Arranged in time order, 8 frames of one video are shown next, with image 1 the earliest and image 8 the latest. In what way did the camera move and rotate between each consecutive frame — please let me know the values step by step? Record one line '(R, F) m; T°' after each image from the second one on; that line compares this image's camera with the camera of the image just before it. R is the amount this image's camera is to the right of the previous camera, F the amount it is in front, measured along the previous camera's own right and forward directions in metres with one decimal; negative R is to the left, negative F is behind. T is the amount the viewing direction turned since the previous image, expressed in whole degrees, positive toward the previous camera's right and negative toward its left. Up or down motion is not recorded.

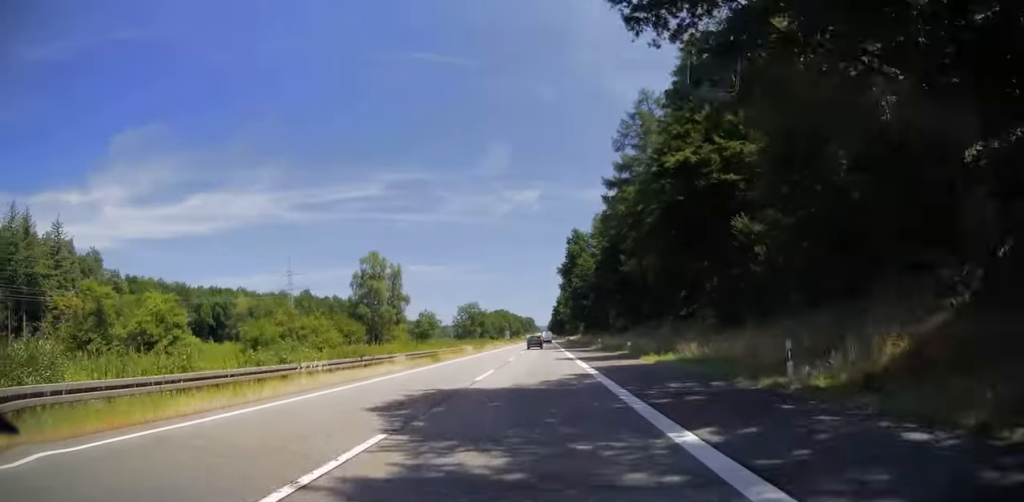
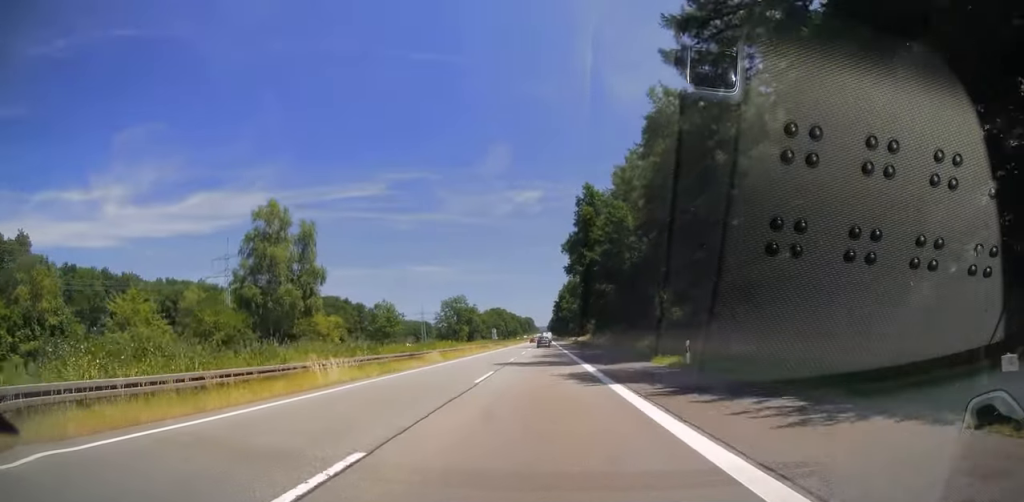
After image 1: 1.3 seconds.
(-0.2, +37.4) m; -1°
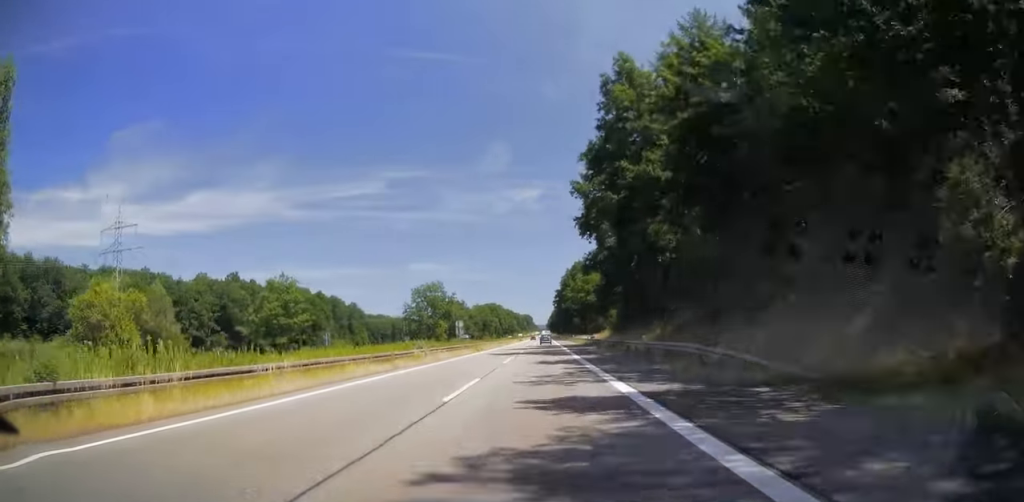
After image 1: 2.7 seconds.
(-0.2, +41.7) m; 0°
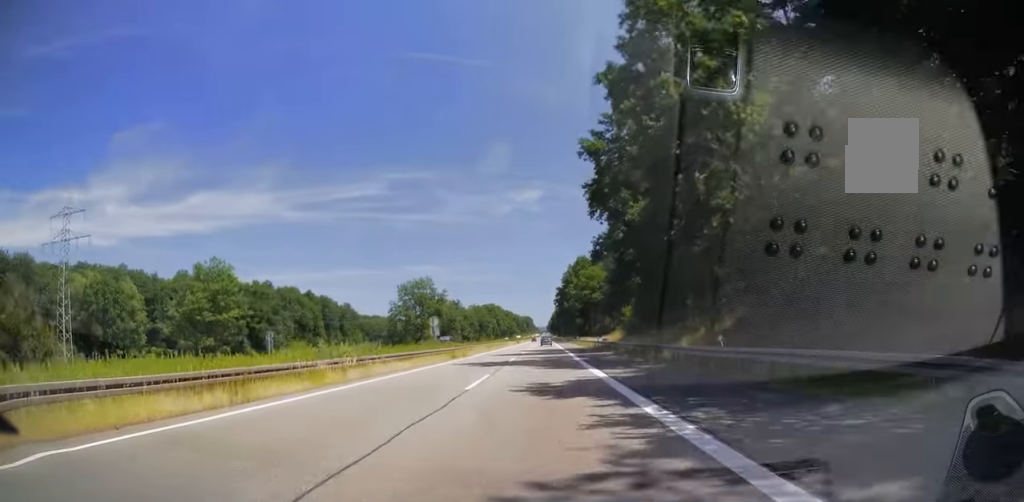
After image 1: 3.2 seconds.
(0.0, +14.7) m; 0°
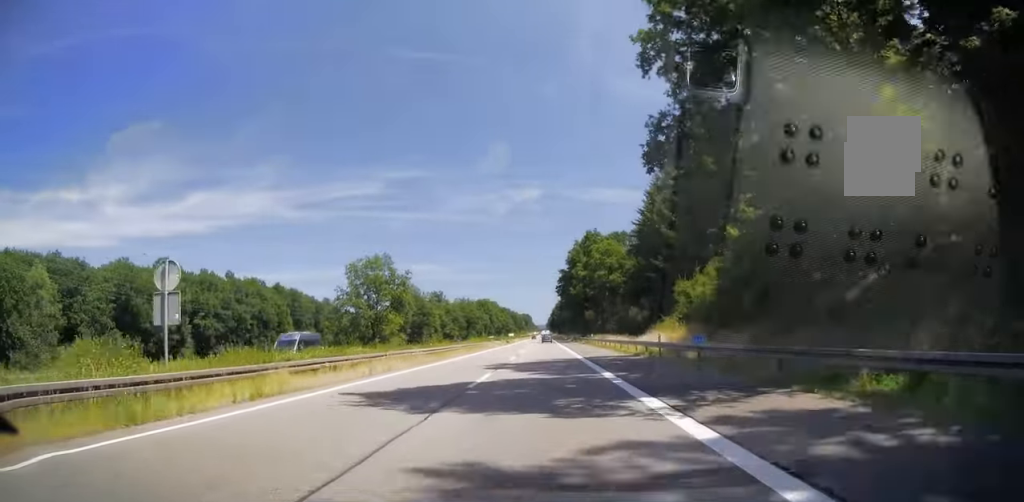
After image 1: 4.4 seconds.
(+0.5, +36.3) m; 0°
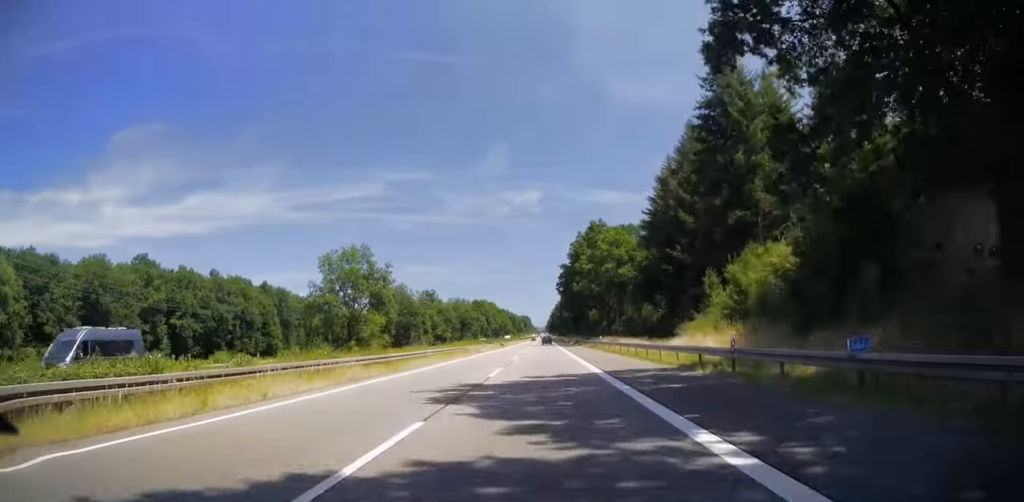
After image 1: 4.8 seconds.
(-0.1, +12.3) m; 0°
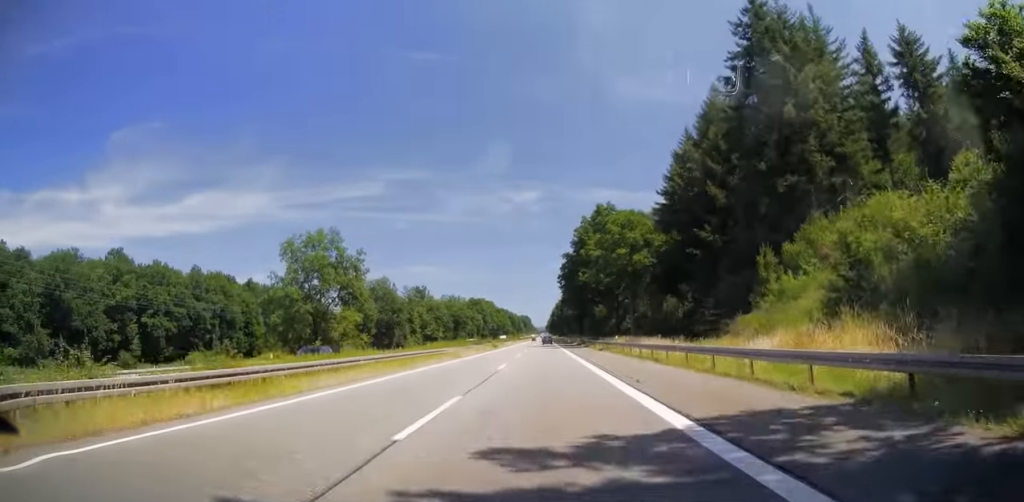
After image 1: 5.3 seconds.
(-0.2, +13.7) m; 0°
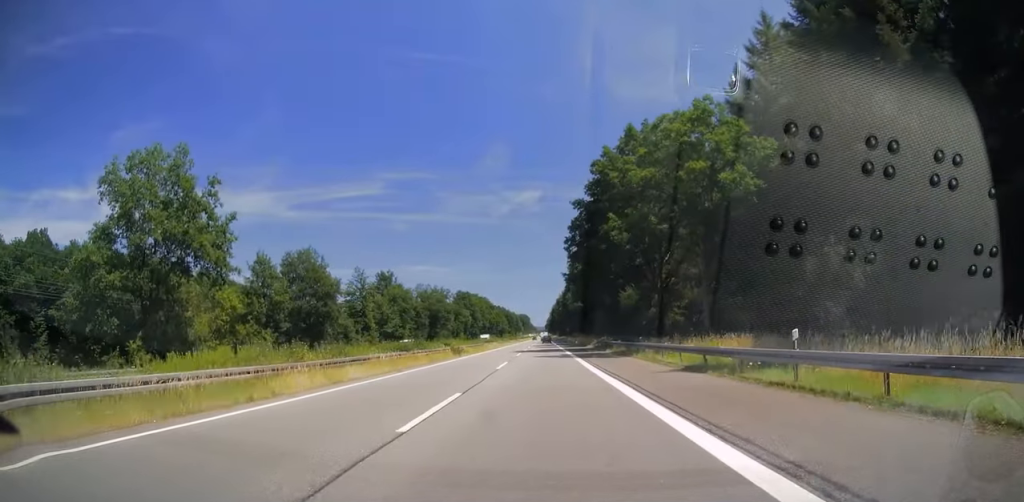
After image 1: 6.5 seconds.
(+0.3, +35.3) m; 0°
